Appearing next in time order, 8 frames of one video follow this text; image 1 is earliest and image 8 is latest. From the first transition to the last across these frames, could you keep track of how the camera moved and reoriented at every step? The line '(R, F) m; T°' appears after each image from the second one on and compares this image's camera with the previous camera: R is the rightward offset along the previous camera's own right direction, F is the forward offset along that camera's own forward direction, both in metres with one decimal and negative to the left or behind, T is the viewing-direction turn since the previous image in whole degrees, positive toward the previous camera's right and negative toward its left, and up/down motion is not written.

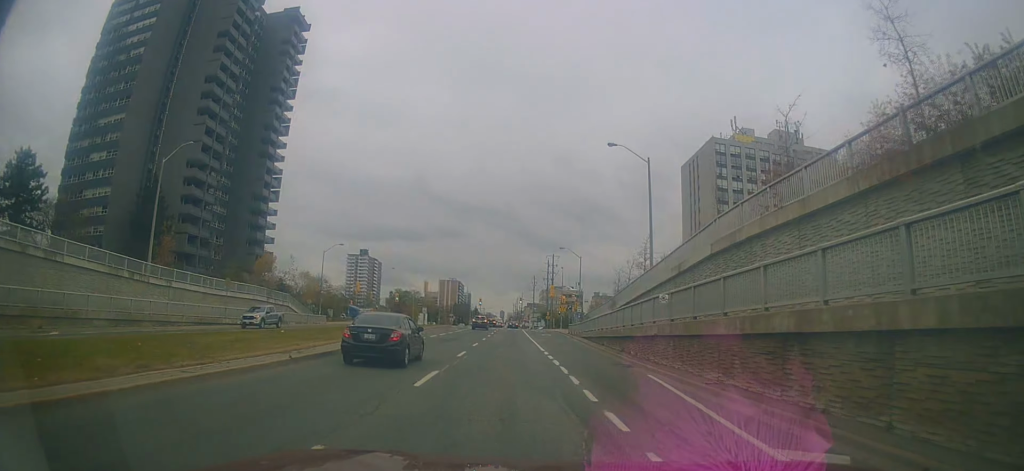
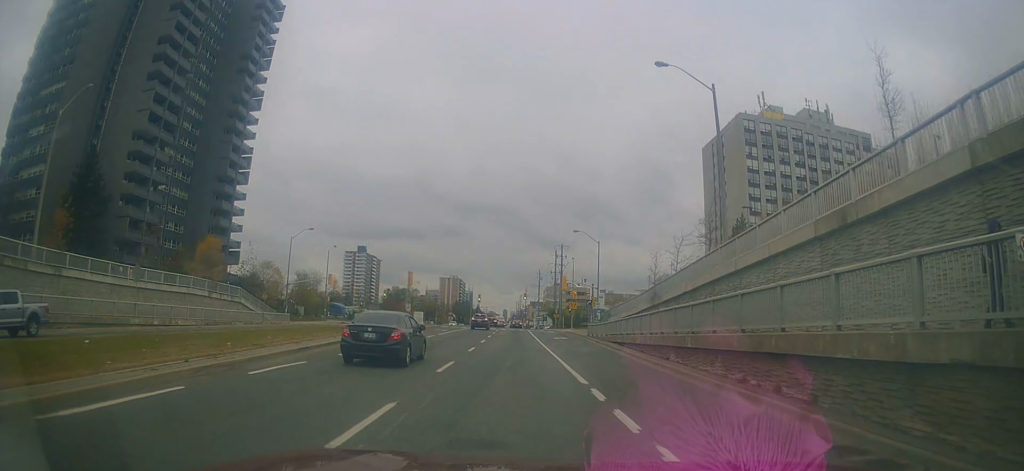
(+0.1, +15.1) m; -2°
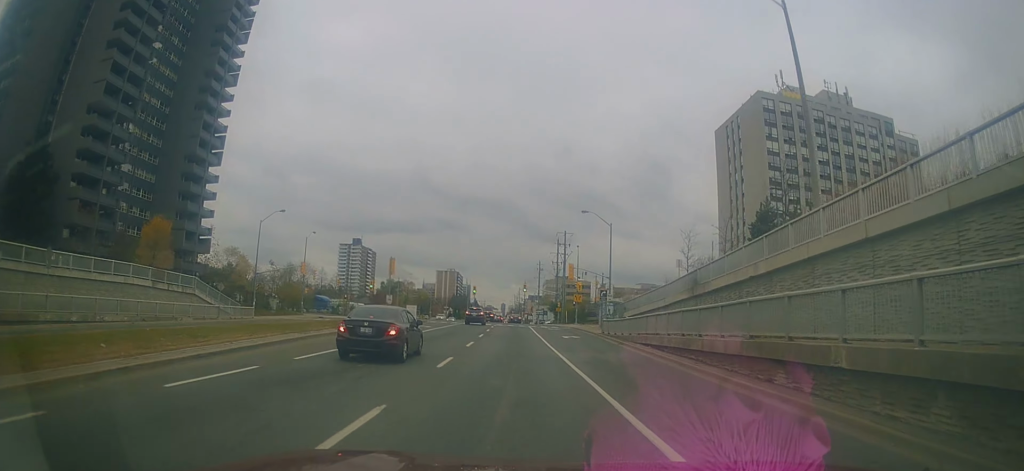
(-0.7, +9.7) m; -1°
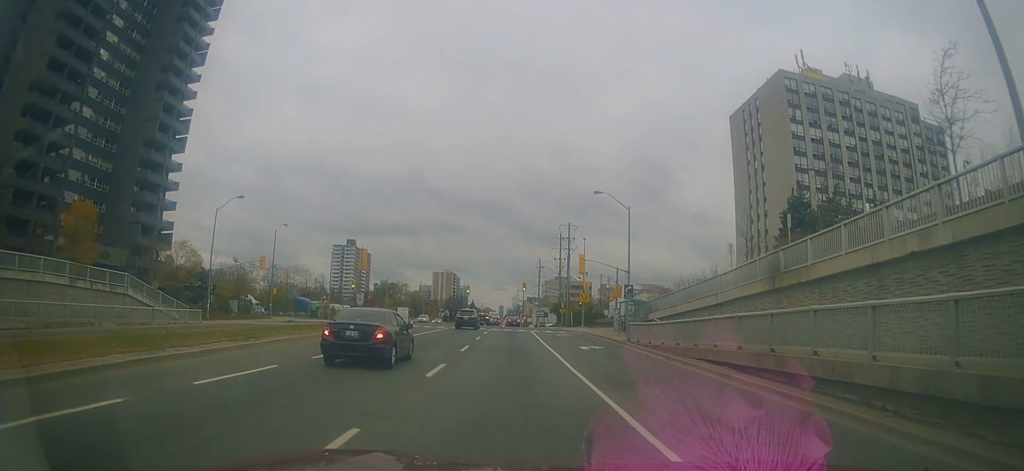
(+0.6, +10.5) m; +3°
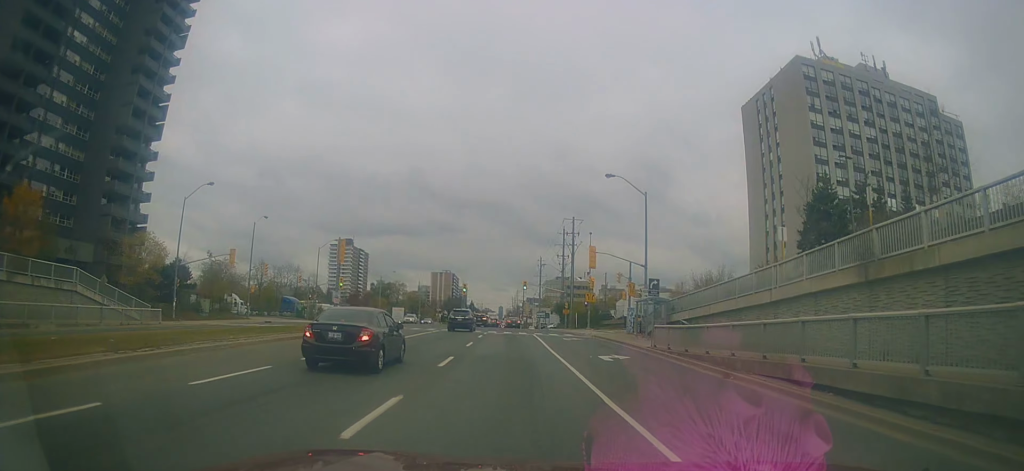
(+0.1, +6.4) m; +1°
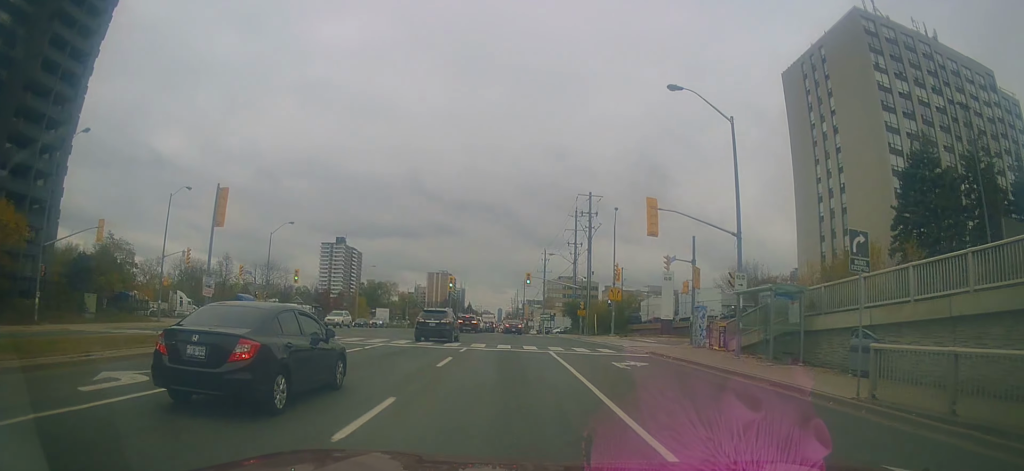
(+0.1, +18.4) m; -3°
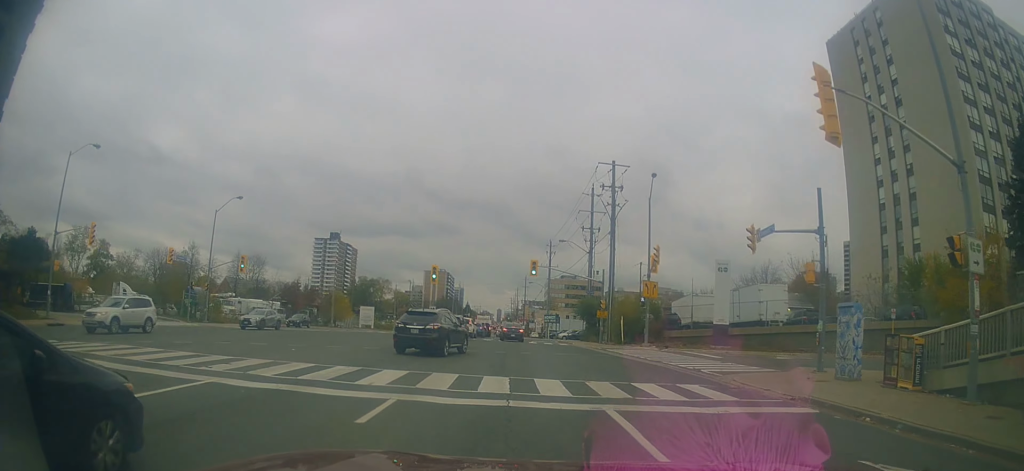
(-0.6, +14.5) m; +3°
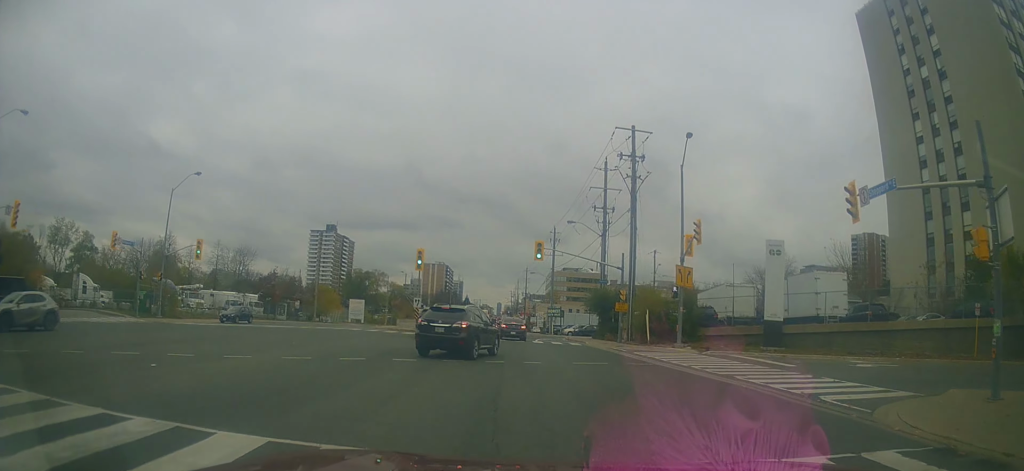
(+1.0, +8.6) m; +3°
